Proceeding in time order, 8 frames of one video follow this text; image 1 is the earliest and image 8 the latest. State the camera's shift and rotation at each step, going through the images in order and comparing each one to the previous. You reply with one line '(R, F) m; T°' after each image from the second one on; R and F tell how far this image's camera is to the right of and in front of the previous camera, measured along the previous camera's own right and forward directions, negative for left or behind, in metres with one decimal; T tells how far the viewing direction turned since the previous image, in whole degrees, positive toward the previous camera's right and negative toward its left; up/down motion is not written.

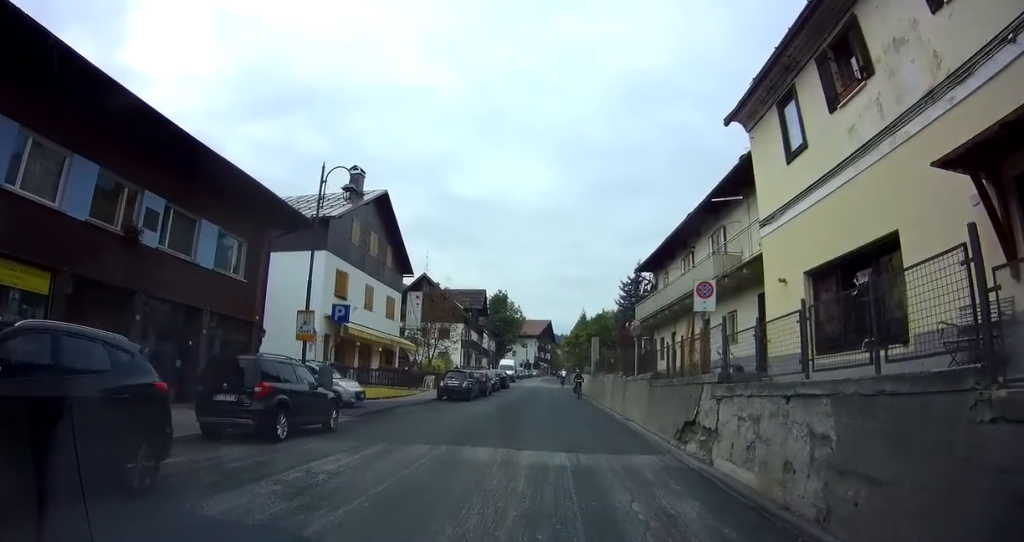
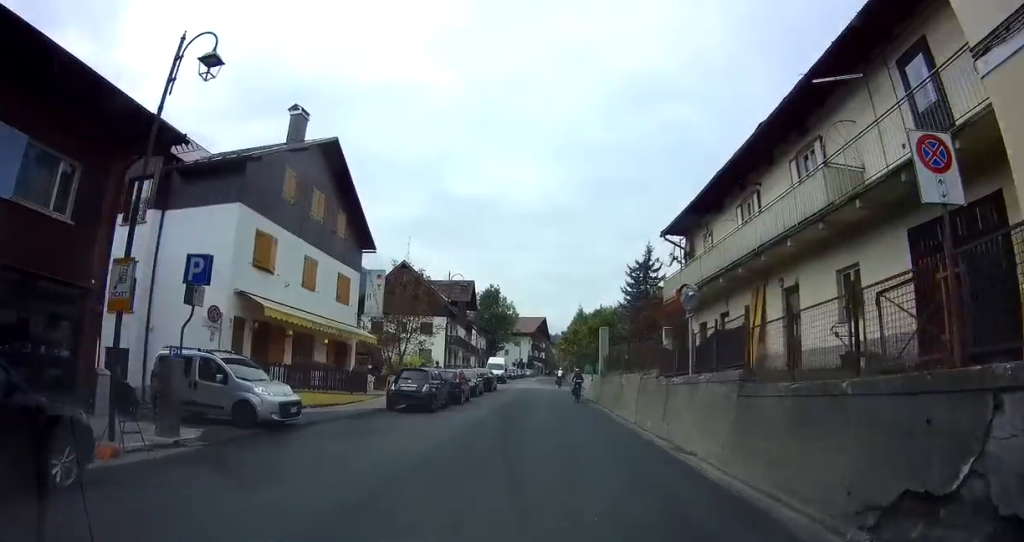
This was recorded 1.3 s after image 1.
(+0.1, +7.9) m; +1°
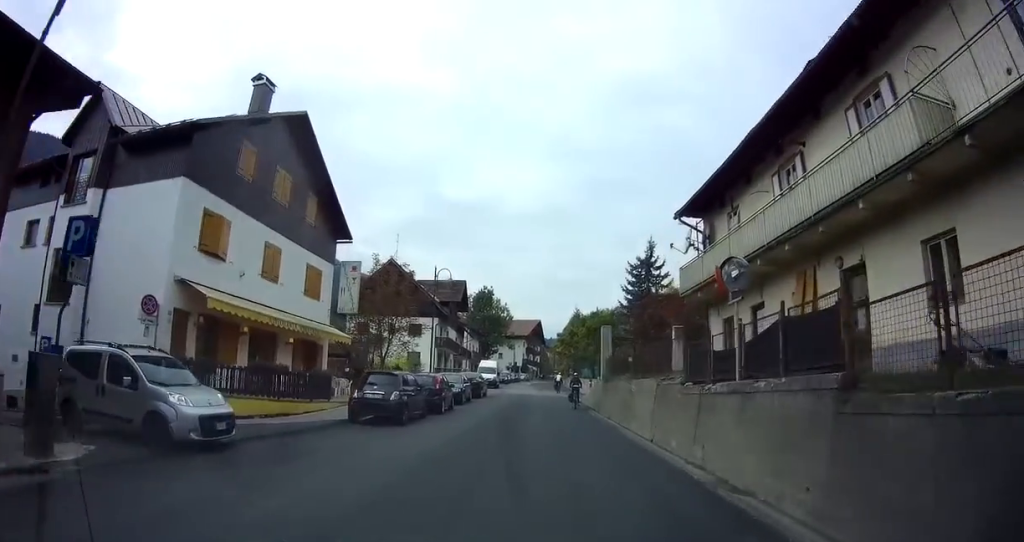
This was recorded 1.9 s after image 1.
(0.0, +3.5) m; 0°
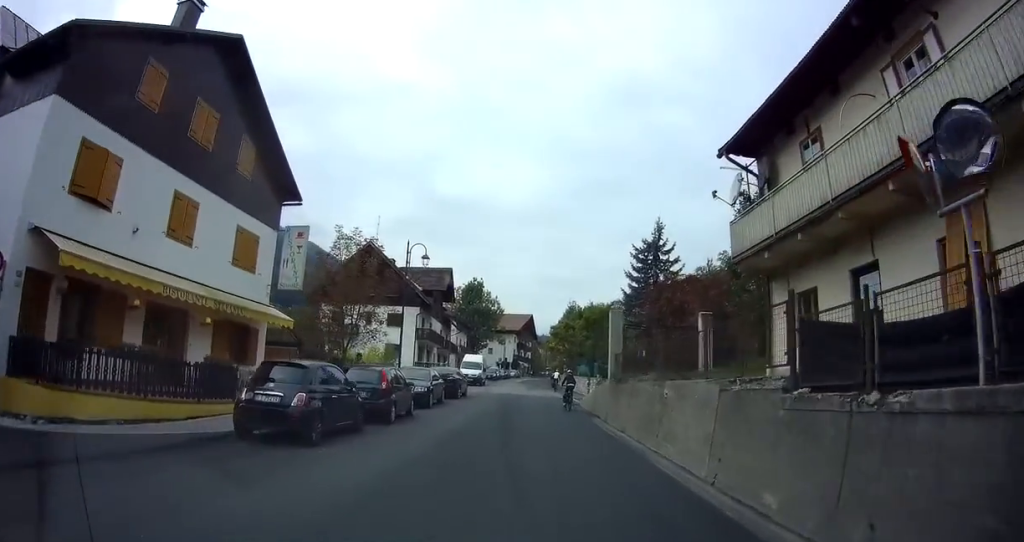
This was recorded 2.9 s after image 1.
(0.0, +6.3) m; +1°
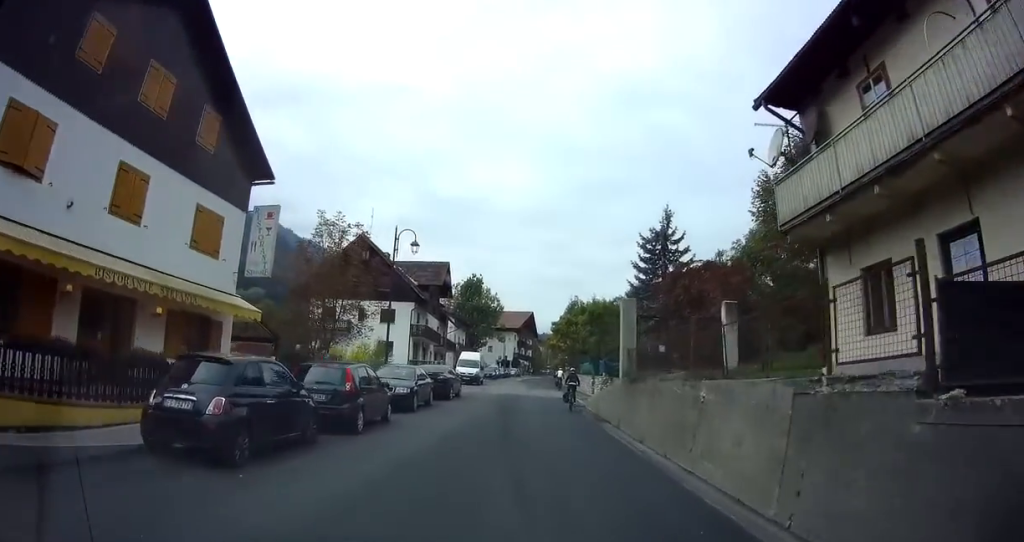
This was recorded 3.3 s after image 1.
(0.0, +2.8) m; +2°
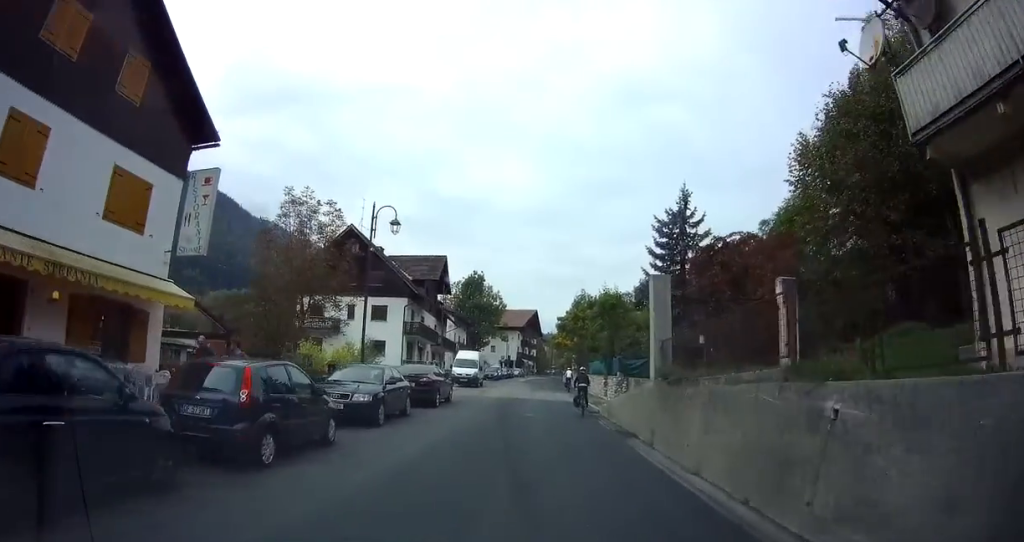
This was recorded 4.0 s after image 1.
(+0.1, +4.3) m; +2°
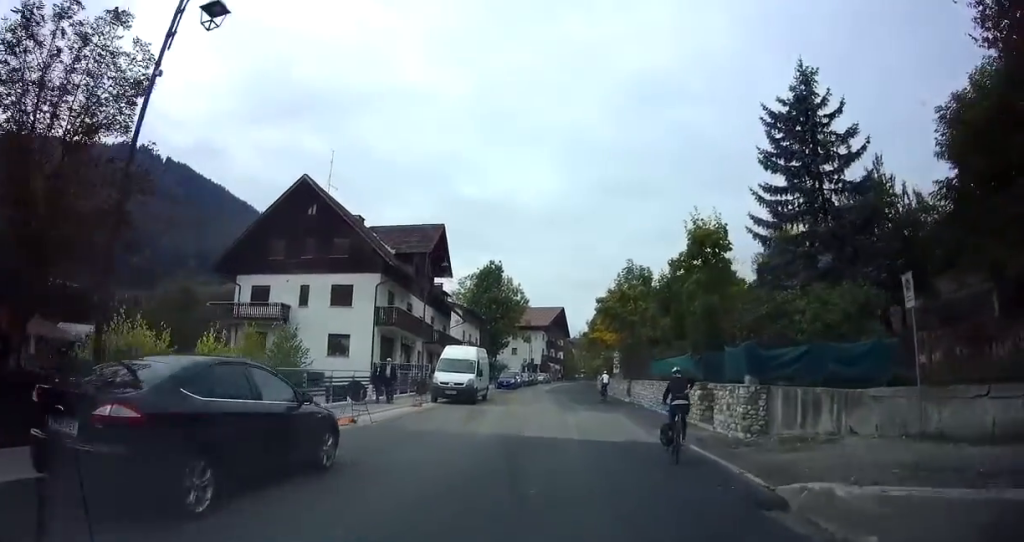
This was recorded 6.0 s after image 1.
(-0.4, +15.2) m; -7°
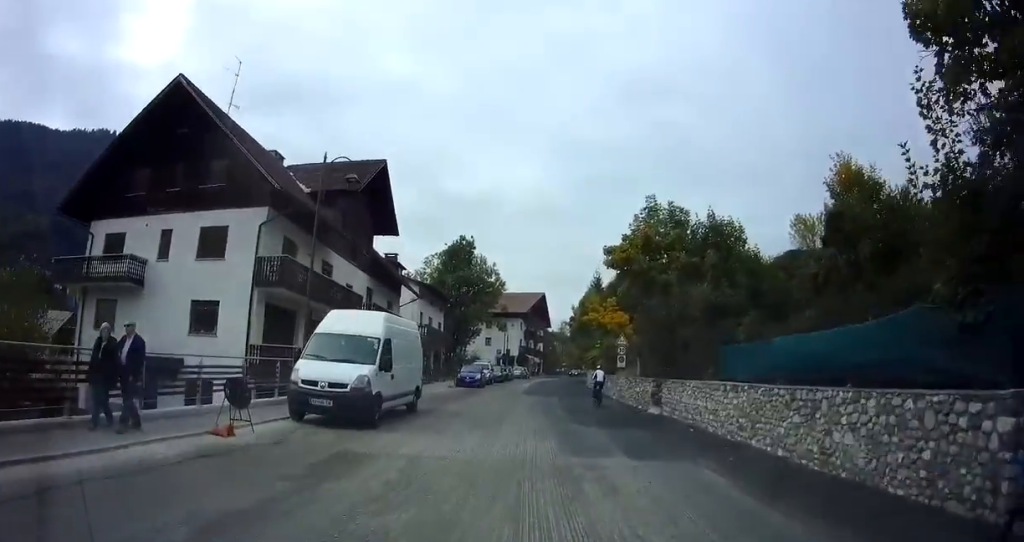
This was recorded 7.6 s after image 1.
(-0.5, +13.4) m; +1°
